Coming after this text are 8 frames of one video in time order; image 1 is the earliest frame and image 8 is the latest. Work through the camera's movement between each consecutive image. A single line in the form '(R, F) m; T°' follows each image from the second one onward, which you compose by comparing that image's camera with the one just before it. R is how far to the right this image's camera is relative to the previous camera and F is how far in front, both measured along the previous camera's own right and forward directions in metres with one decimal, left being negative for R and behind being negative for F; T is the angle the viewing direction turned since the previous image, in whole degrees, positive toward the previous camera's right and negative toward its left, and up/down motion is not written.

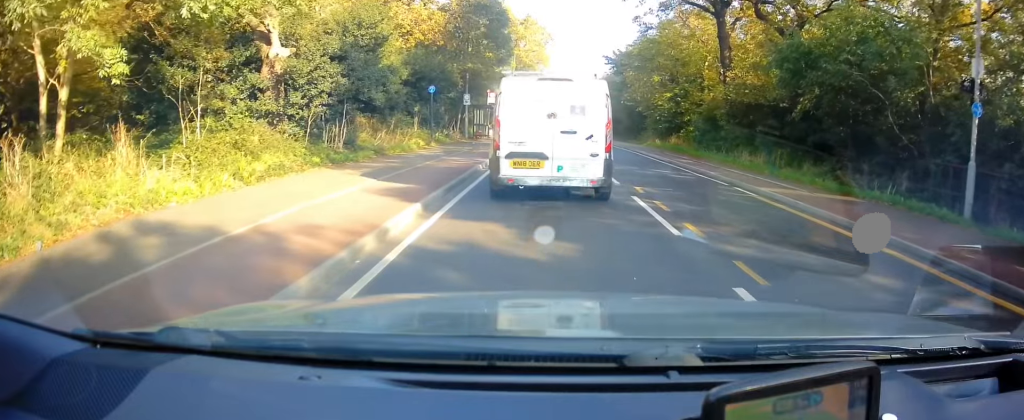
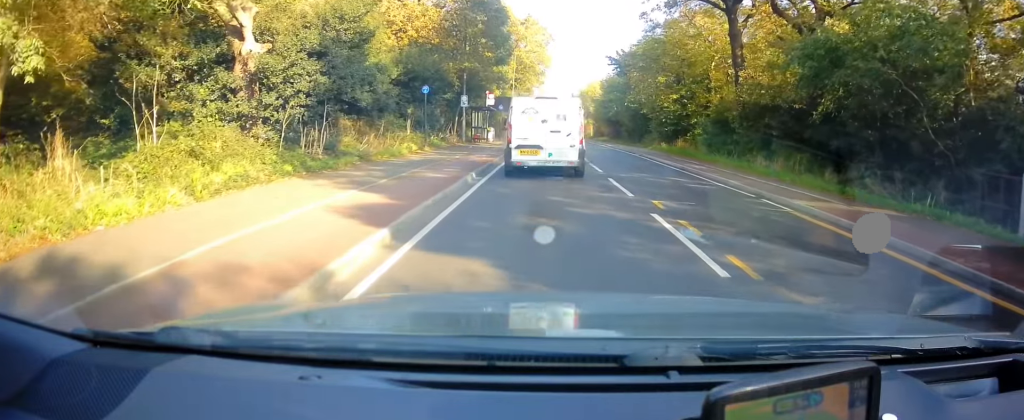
(+0.2, +1.7) m; 0°
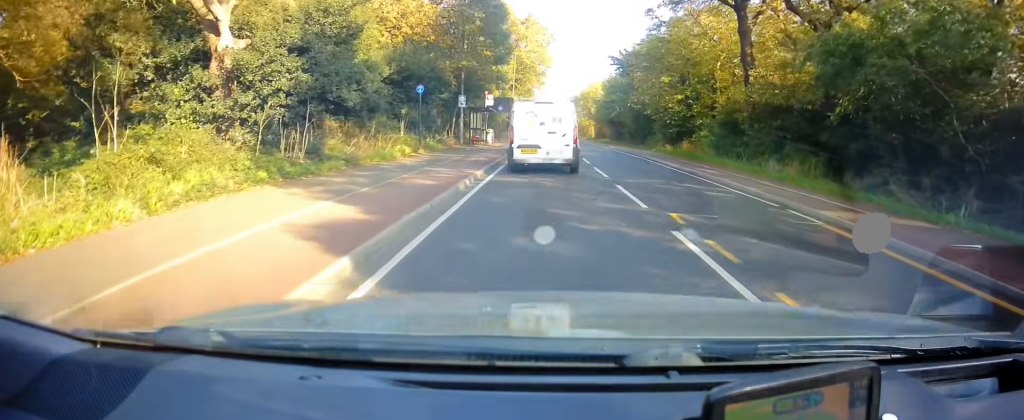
(0.0, +1.1) m; 0°
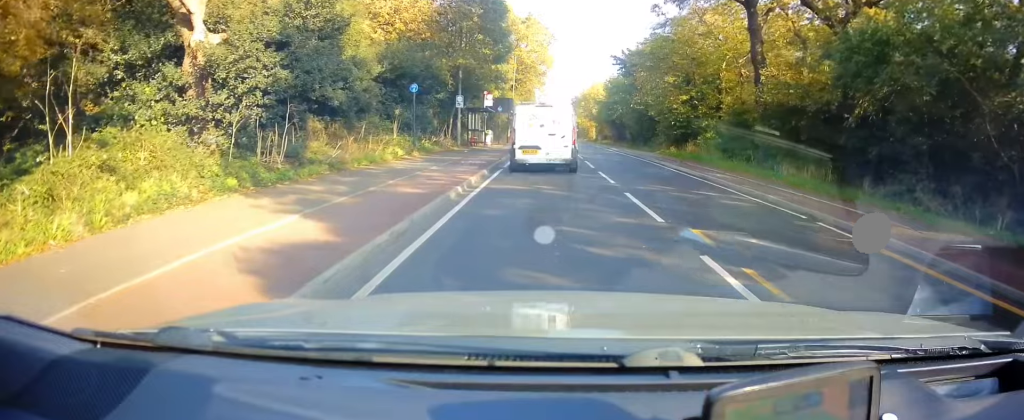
(0.0, +1.1) m; +2°
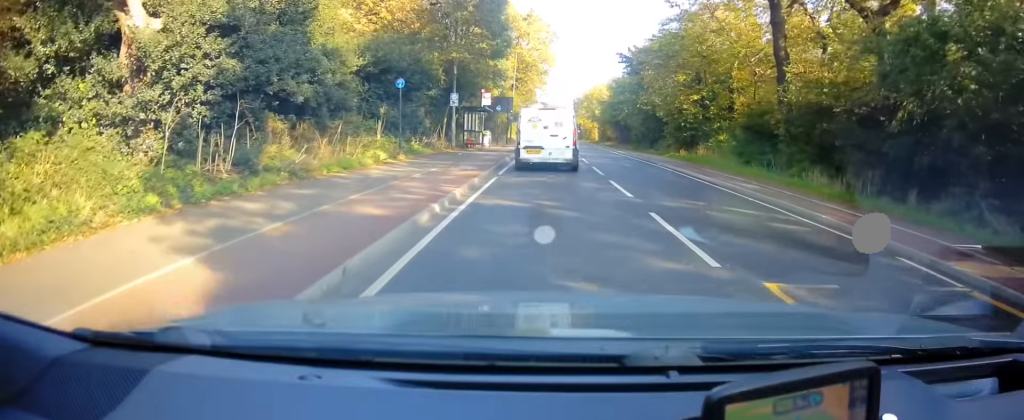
(+0.1, +2.2) m; +3°
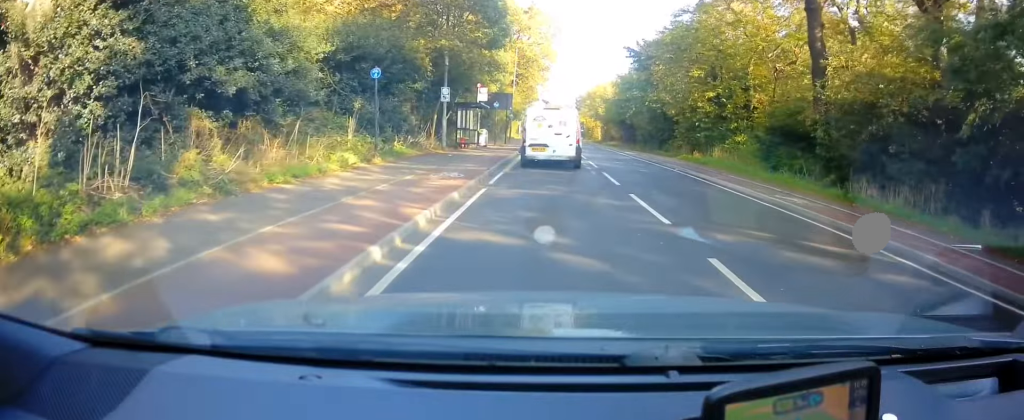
(0.0, +2.8) m; -3°
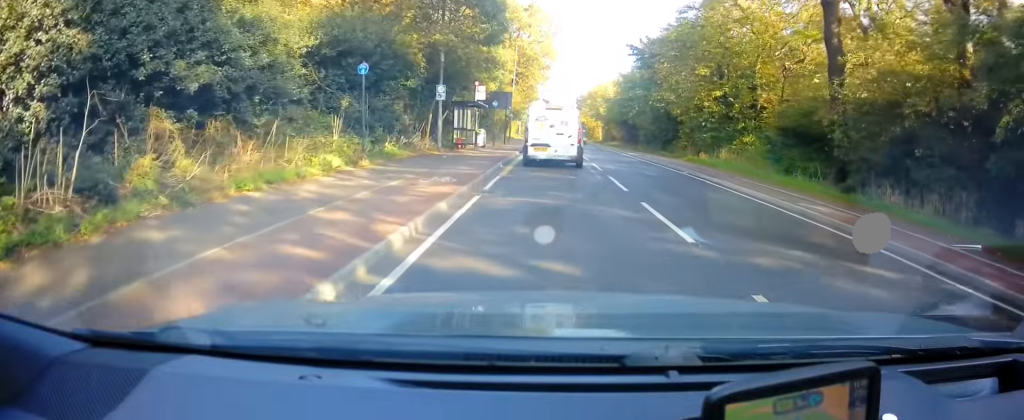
(0.0, +1.1) m; -2°
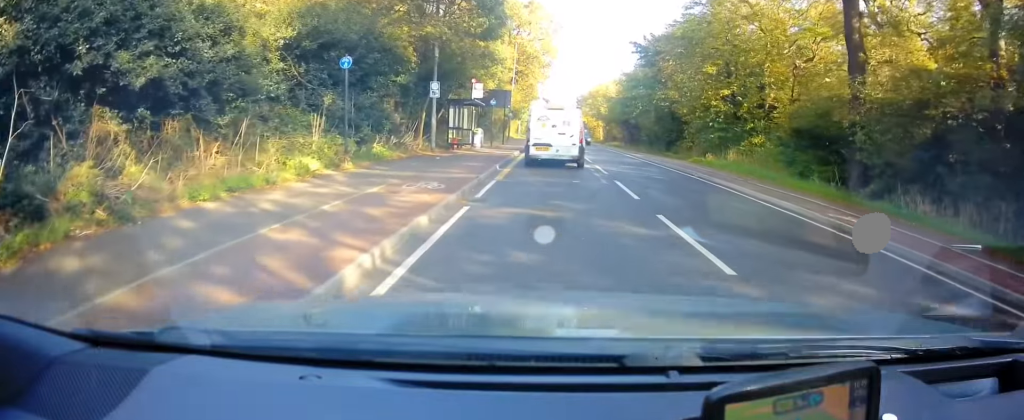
(-0.1, +1.4) m; 0°
